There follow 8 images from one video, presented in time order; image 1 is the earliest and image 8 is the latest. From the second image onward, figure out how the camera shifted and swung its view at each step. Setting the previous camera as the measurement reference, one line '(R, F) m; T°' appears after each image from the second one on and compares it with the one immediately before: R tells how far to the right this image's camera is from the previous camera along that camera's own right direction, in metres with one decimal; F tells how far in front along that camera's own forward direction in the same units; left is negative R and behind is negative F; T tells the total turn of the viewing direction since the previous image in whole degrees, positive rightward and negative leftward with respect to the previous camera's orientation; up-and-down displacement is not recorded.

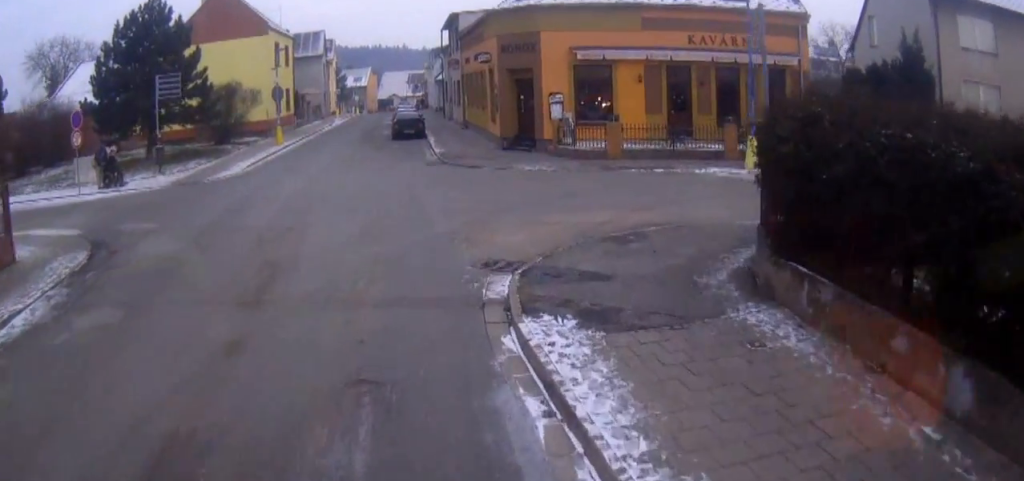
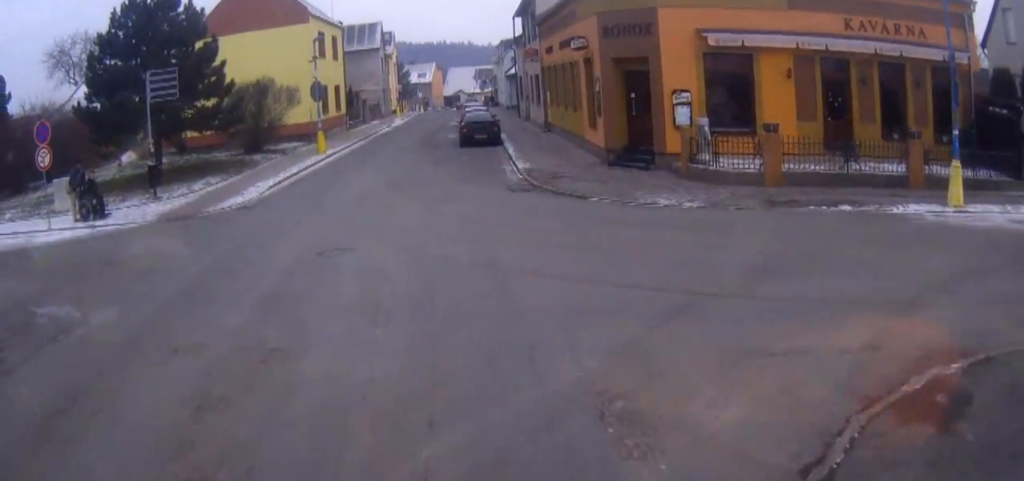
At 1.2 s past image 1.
(-0.8, +4.9) m; -31°
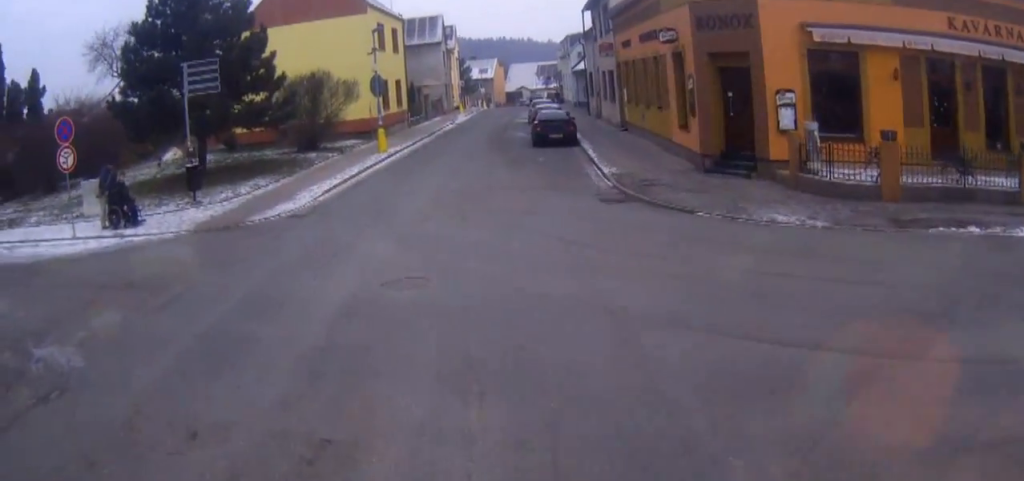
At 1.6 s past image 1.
(-0.2, +1.8) m; -11°
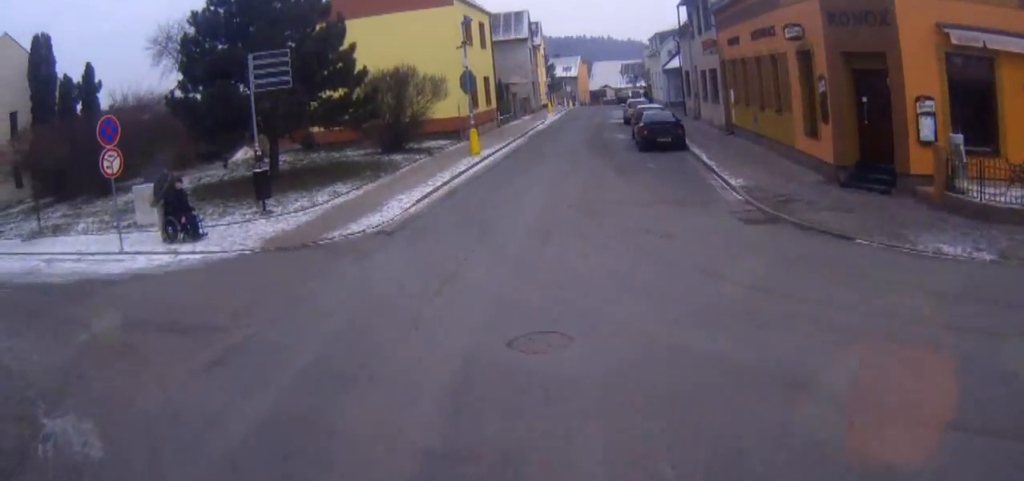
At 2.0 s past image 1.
(-0.4, +2.3) m; -8°
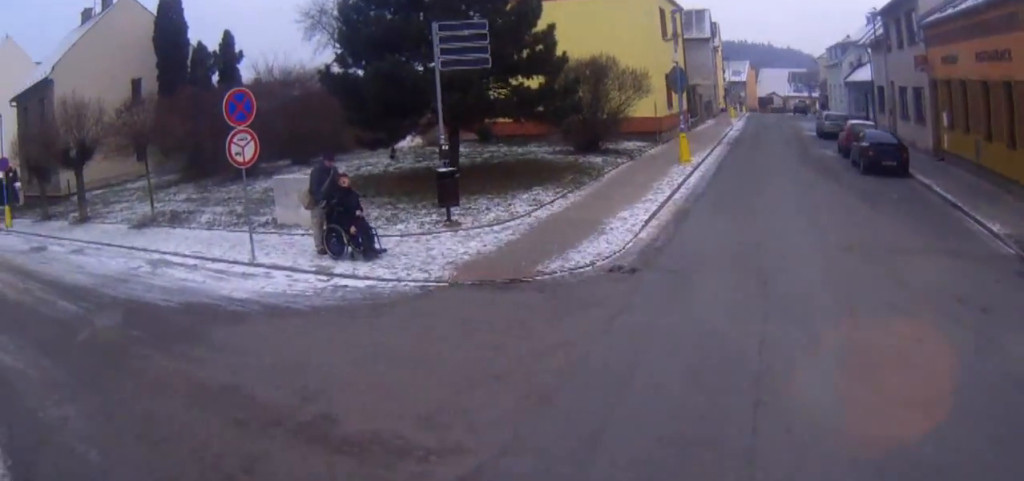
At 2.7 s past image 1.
(-0.4, +3.4) m; -10°
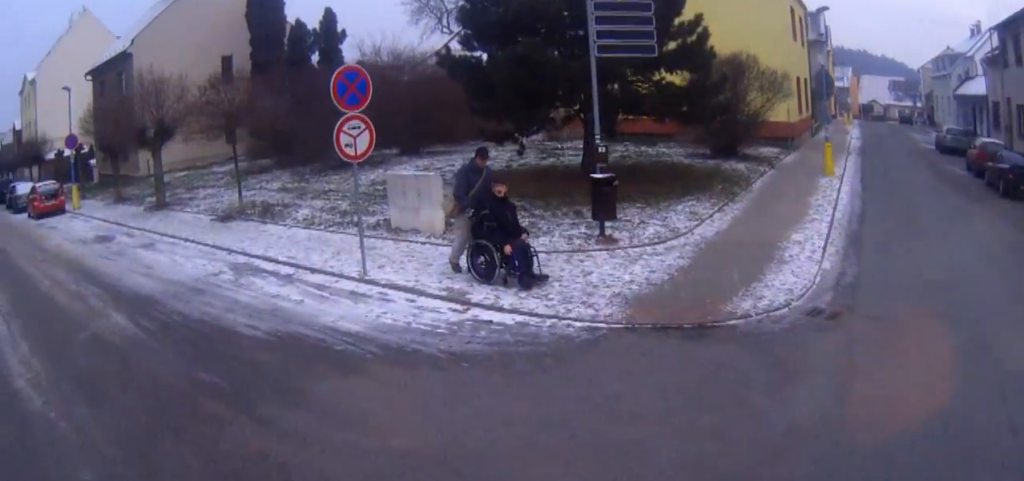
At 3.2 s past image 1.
(-0.1, +2.0) m; -4°
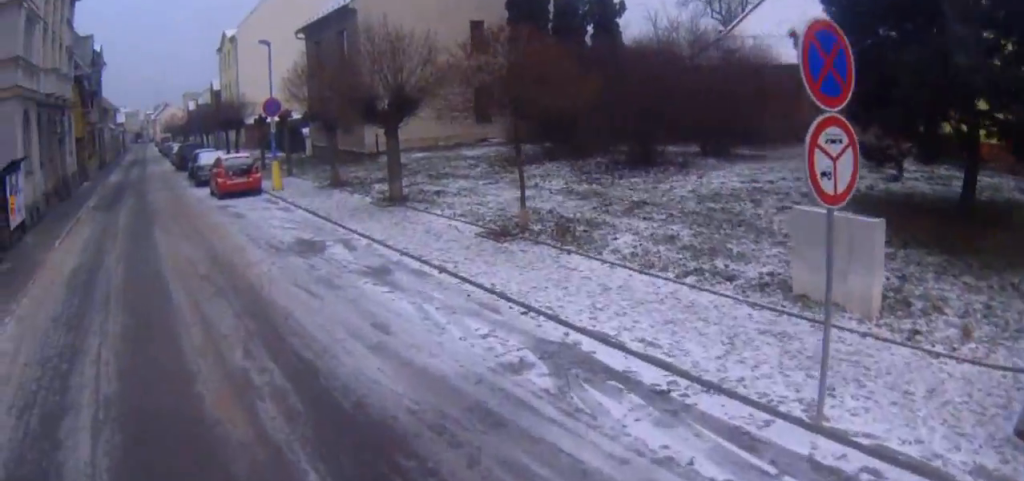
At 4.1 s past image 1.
(-0.3, +4.4) m; -9°
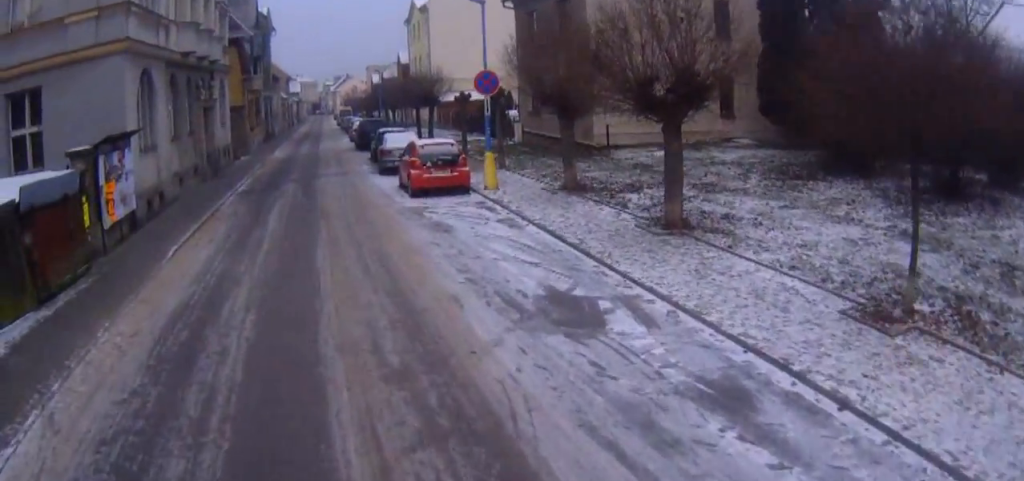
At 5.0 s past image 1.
(-0.3, +4.4) m; -12°
